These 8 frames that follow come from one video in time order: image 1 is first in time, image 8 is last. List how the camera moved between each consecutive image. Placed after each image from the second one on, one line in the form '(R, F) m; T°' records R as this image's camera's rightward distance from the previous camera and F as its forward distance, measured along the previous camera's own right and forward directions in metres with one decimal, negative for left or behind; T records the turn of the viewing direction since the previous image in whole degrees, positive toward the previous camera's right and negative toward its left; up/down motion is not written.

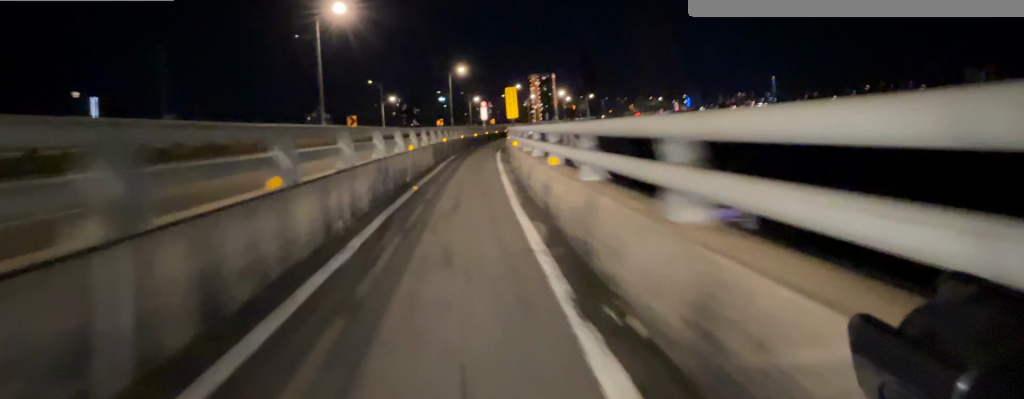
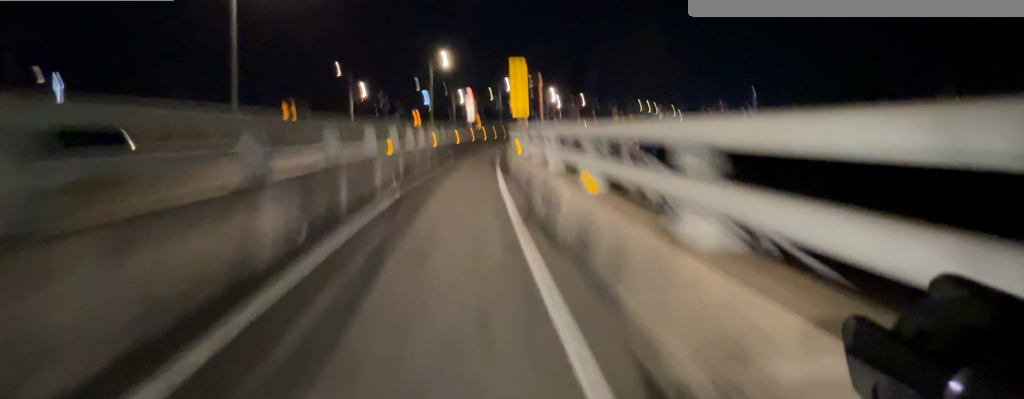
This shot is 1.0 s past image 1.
(+0.2, +10.1) m; +3°
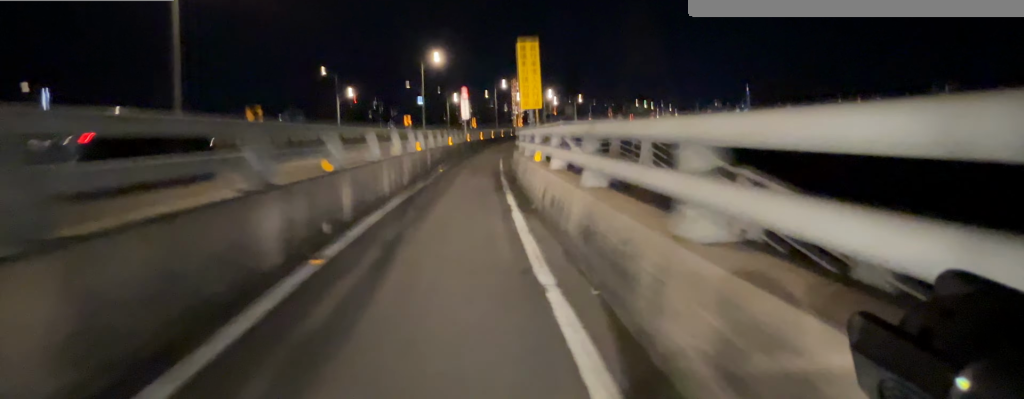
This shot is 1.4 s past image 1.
(+0.1, +3.7) m; +1°
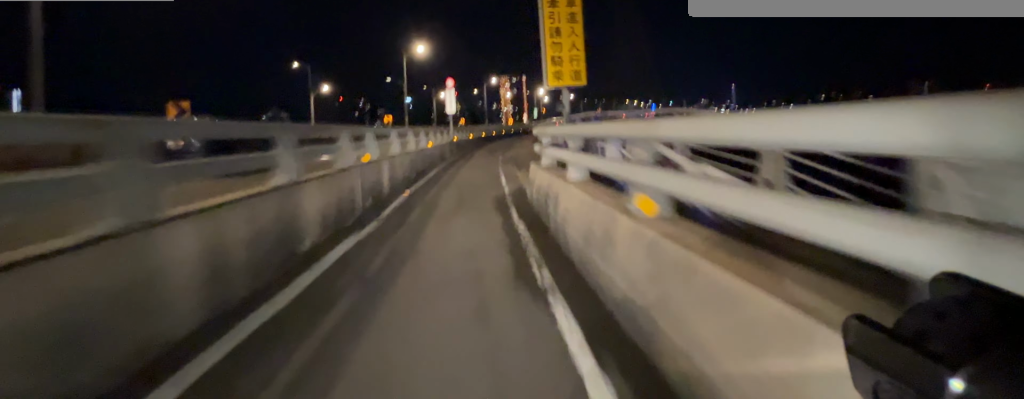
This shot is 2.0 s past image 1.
(+0.1, +4.8) m; +1°
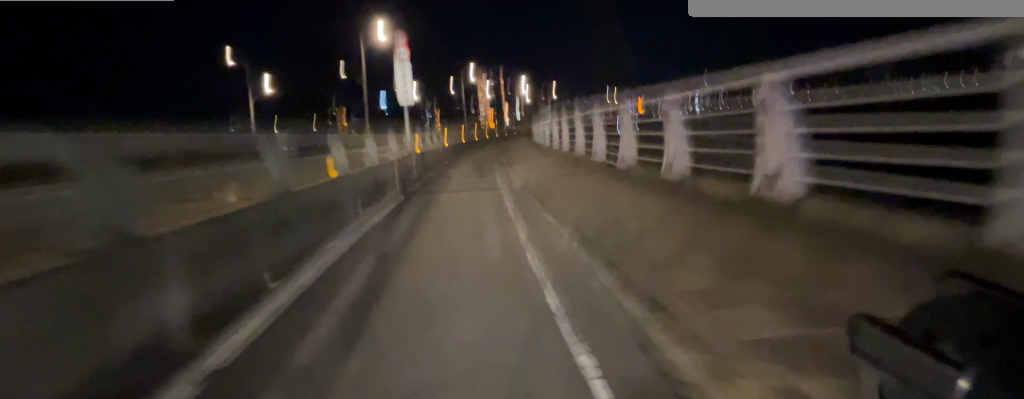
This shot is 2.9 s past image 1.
(+0.1, +8.5) m; +2°
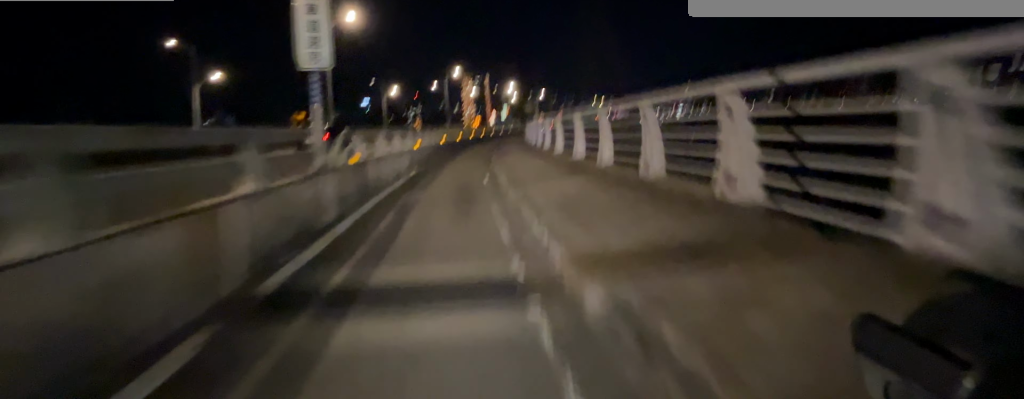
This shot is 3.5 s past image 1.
(+0.1, +5.7) m; +2°
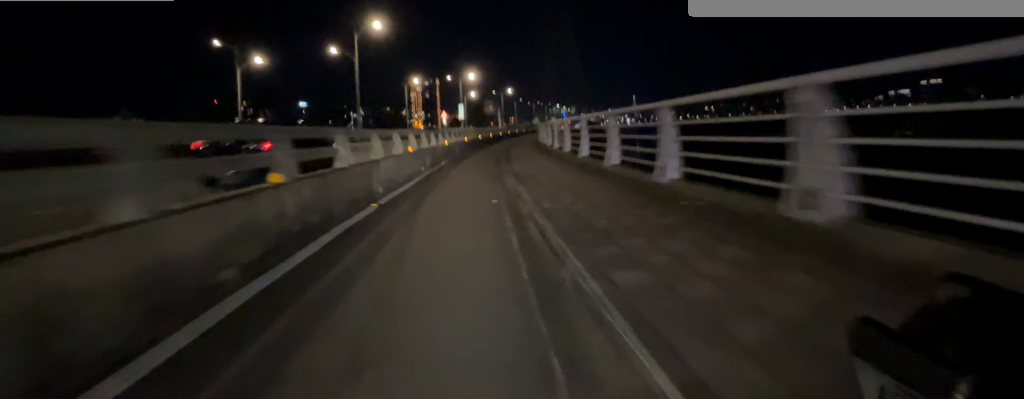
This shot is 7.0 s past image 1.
(+2.4, +35.5) m; +8°
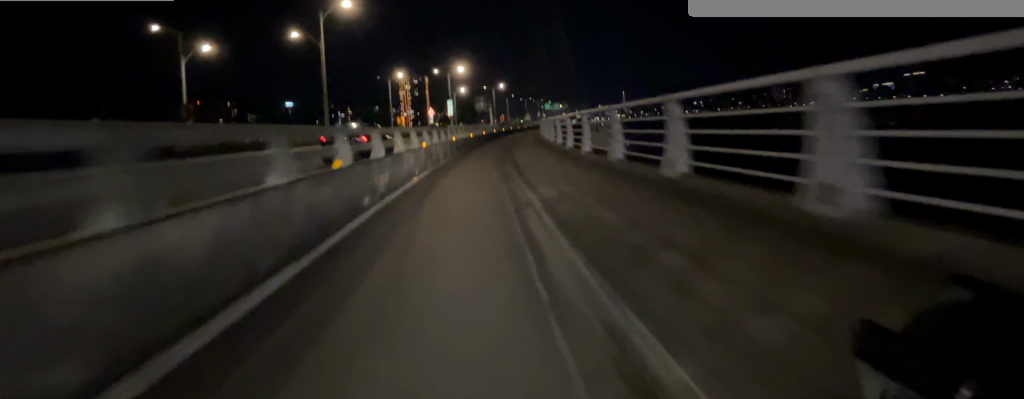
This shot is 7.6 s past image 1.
(0.0, +5.2) m; +2°
